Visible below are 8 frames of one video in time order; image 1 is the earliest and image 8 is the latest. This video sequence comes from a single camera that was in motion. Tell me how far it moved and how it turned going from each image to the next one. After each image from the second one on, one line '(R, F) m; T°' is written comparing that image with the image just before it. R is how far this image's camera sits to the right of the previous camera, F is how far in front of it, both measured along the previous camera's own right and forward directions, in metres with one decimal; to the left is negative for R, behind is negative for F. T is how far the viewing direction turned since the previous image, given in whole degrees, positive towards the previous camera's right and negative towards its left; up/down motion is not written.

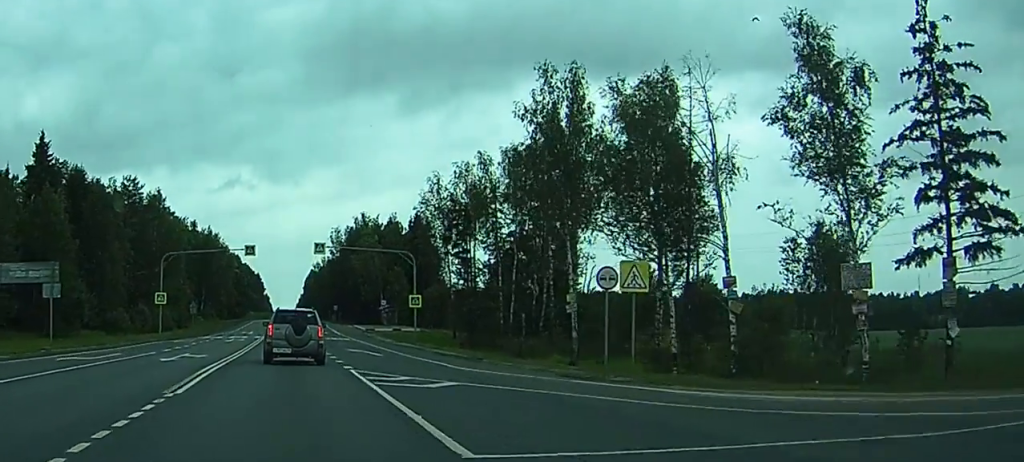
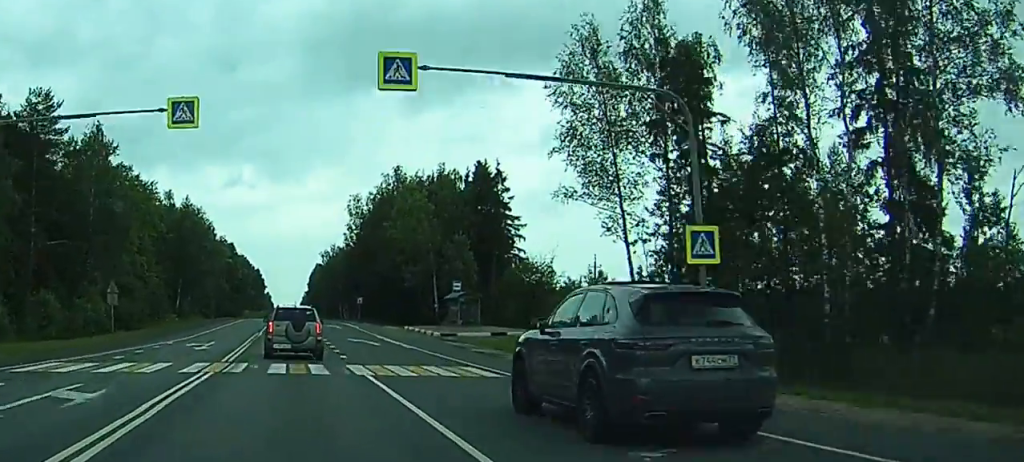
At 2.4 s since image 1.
(+0.4, +46.5) m; -2°
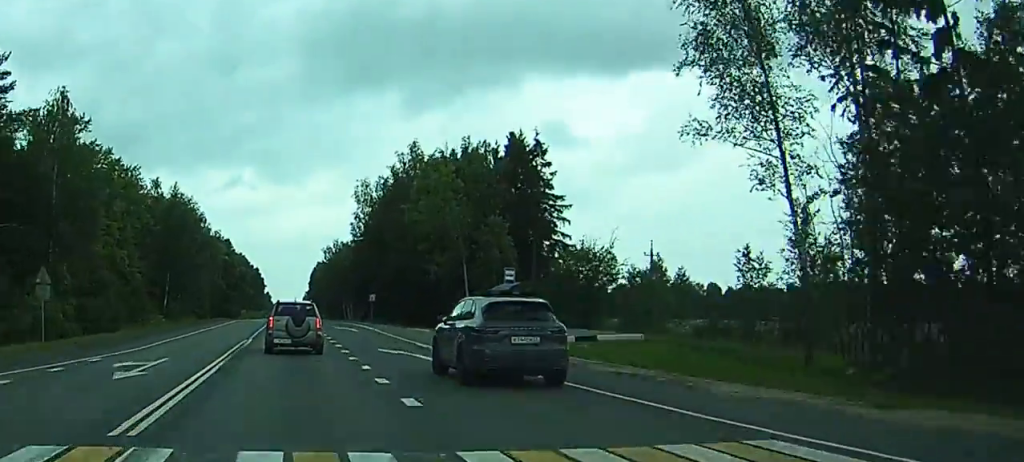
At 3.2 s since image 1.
(-0.6, +15.2) m; +2°
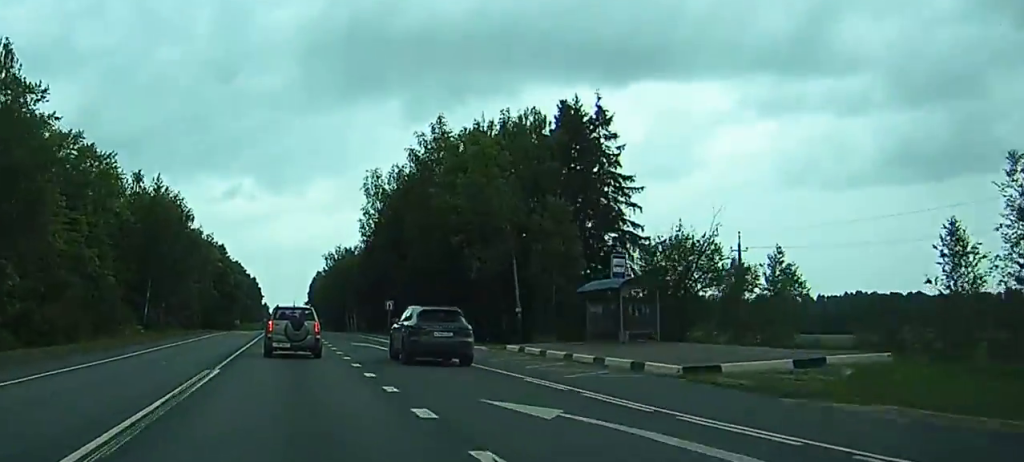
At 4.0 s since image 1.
(+0.7, +16.9) m; +2°
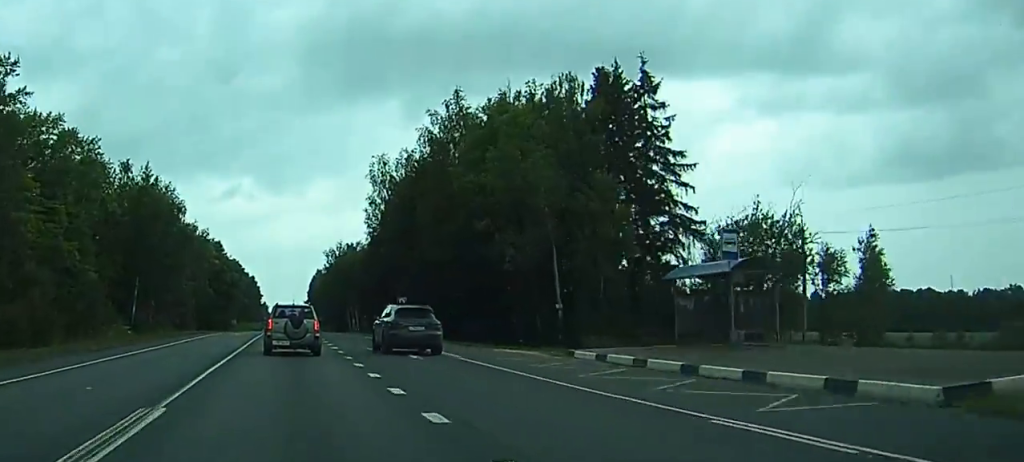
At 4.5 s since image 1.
(+0.5, +8.9) m; +1°
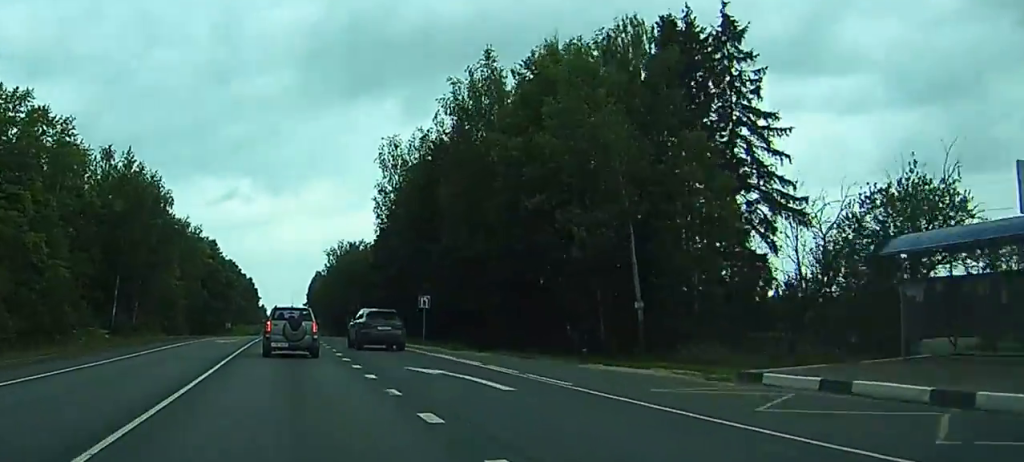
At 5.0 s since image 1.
(-0.4, +11.8) m; -1°
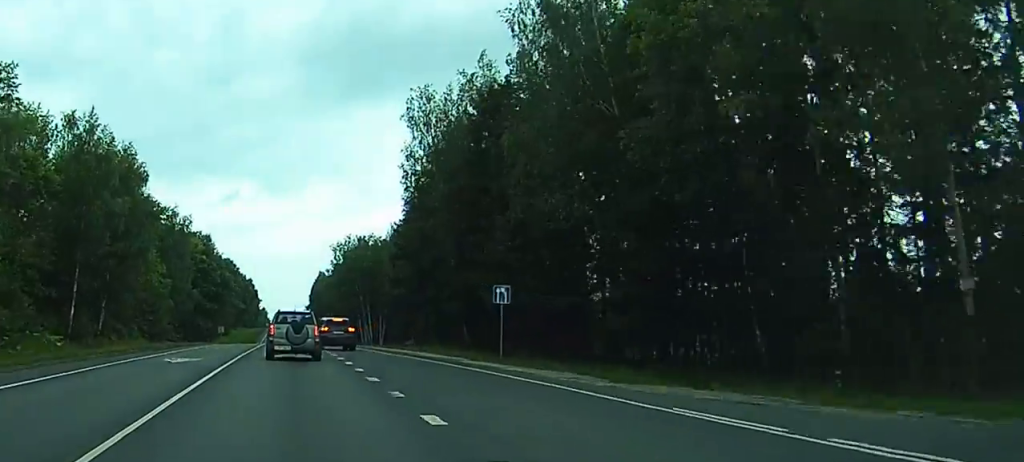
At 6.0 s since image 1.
(-0.3, +20.2) m; -1°
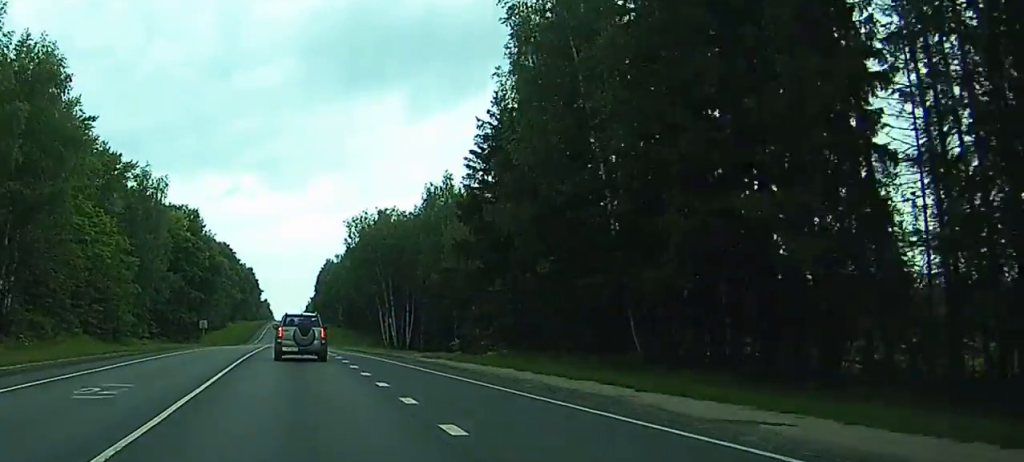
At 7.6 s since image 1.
(-0.1, +33.1) m; 0°
